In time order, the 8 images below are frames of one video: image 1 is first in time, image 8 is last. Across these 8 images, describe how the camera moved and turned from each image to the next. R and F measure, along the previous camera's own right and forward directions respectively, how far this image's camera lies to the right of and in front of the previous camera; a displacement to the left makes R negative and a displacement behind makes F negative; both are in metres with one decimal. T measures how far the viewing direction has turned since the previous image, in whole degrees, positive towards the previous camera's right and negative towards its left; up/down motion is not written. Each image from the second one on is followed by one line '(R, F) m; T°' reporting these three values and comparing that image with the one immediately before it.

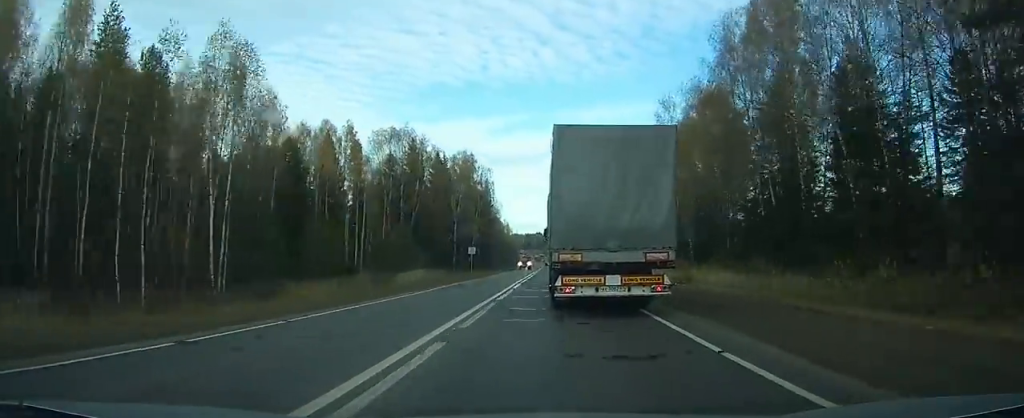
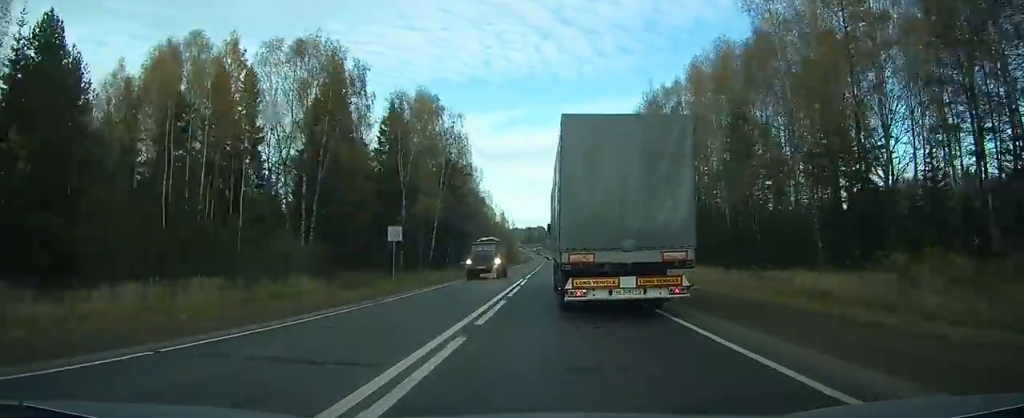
(-0.3, +41.0) m; 0°
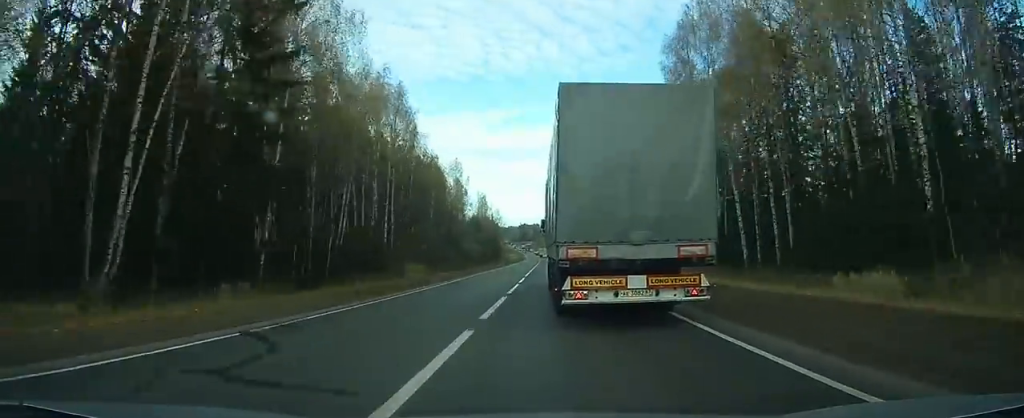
(+0.4, +57.7) m; +1°
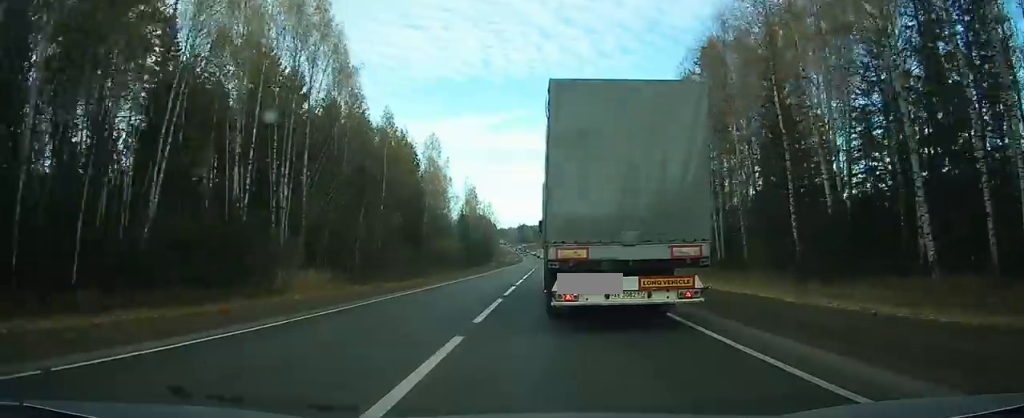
(+0.1, +25.3) m; 0°
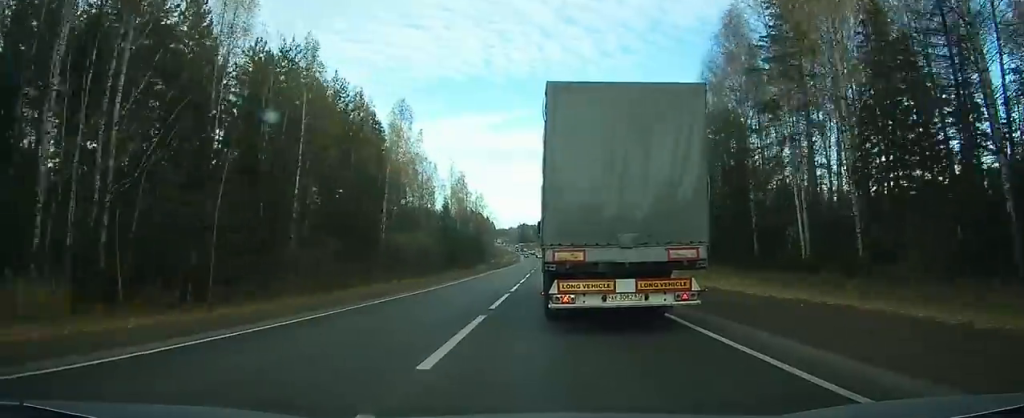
(-0.1, +19.5) m; 0°
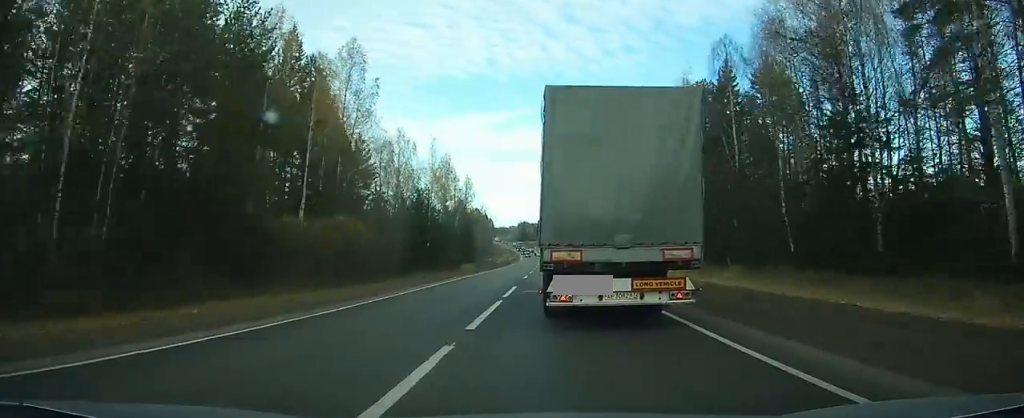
(0.0, +19.4) m; 0°
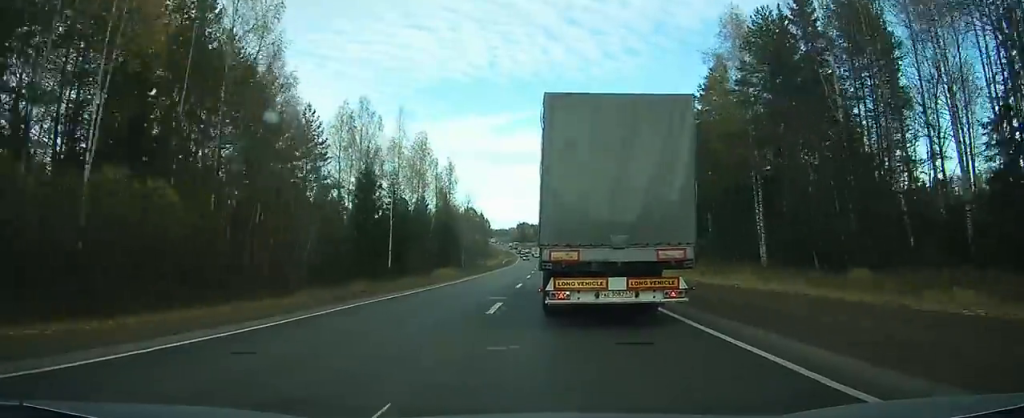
(-0.1, +19.2) m; 0°
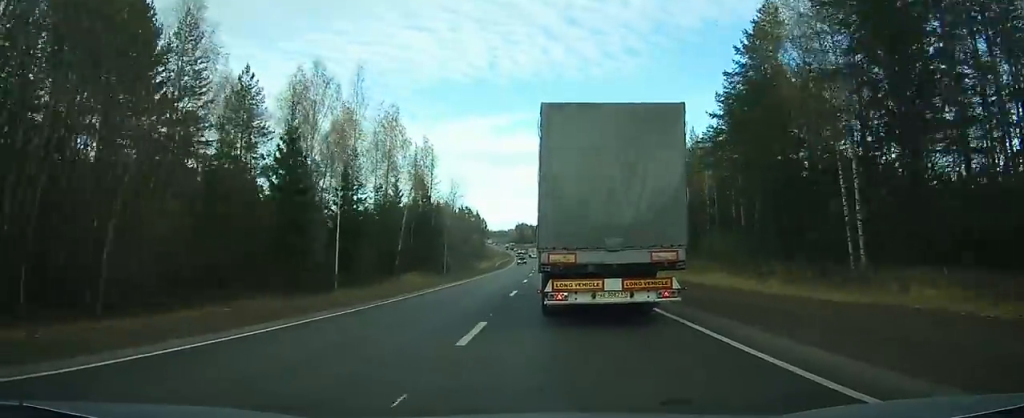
(0.0, +15.4) m; 0°
